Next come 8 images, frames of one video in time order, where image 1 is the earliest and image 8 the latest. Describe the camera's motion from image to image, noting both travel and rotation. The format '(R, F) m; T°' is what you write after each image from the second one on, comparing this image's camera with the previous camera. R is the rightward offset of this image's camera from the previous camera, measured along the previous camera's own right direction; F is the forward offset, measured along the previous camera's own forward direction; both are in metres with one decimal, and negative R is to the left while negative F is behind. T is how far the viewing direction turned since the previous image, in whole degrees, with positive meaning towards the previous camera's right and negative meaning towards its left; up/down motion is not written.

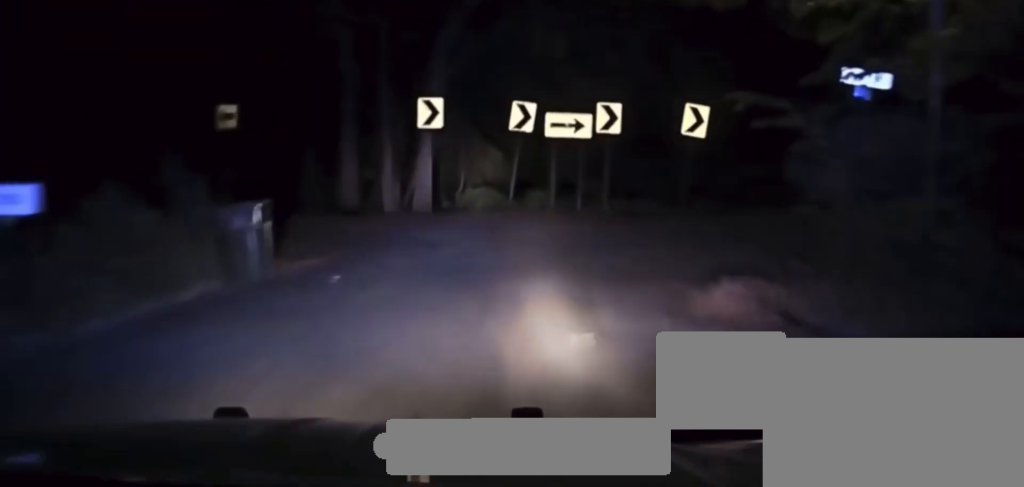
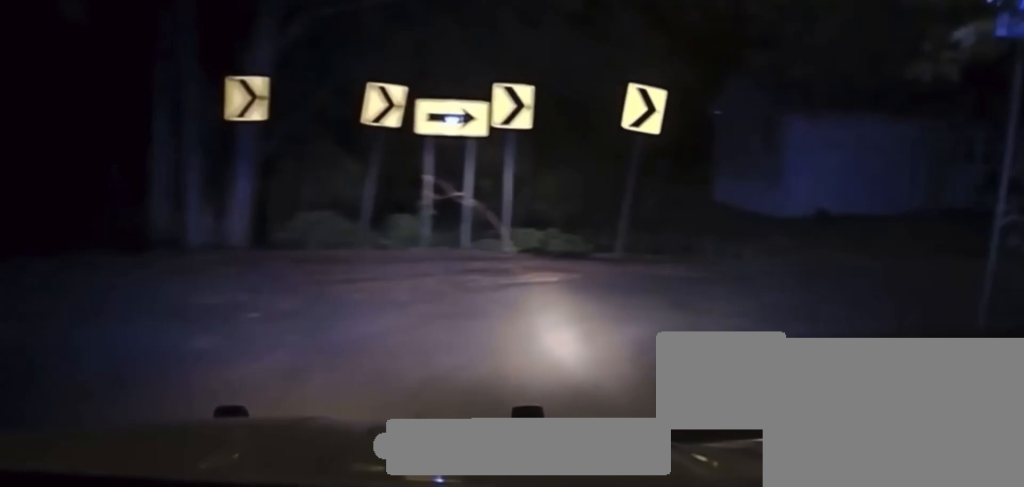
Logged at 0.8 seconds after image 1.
(0.0, +6.5) m; +9°
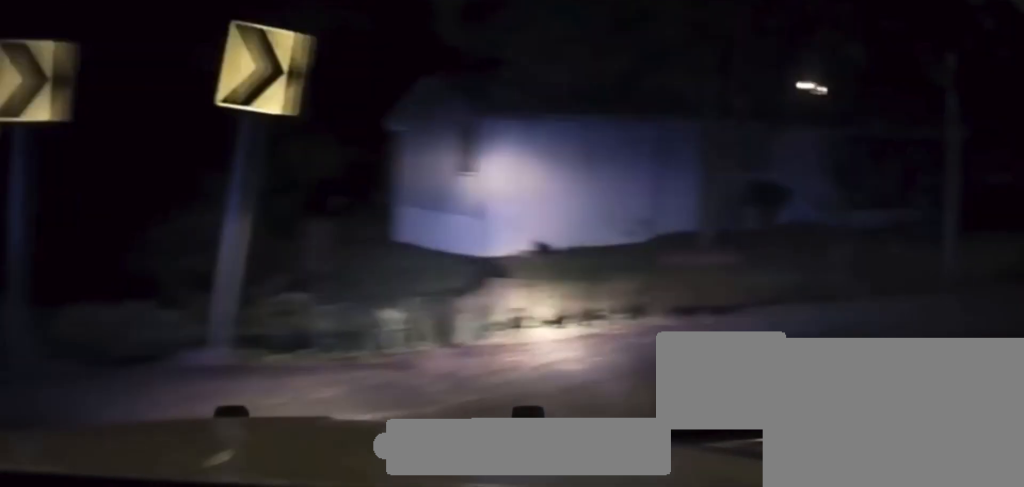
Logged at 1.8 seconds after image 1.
(+1.1, +7.1) m; +25°
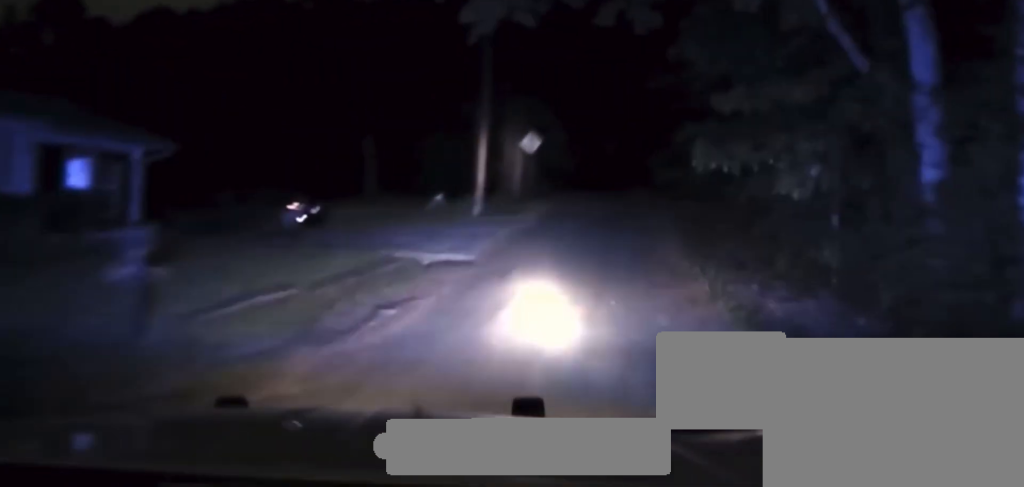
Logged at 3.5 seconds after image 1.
(+9.9, +15.7) m; +47°
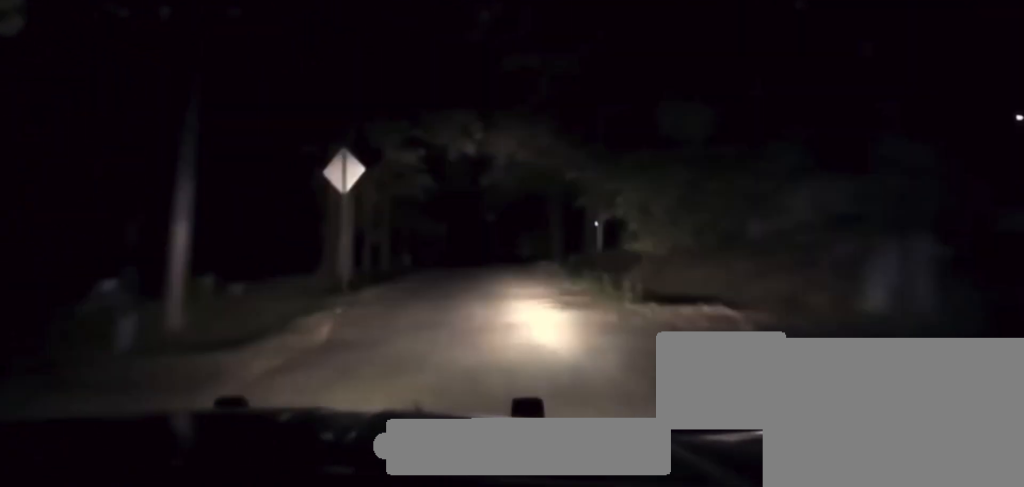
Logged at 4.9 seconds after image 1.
(+2.5, +24.8) m; +7°
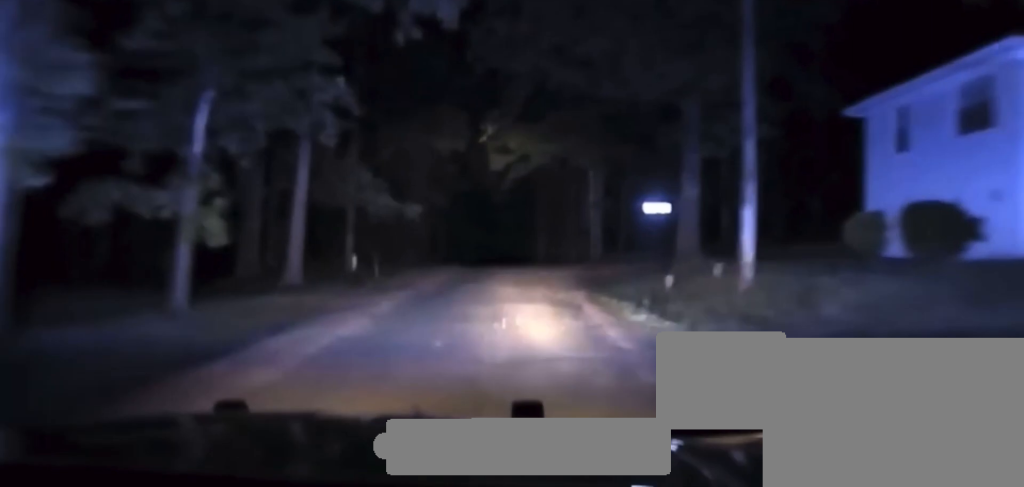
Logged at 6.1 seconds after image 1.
(+0.2, +21.9) m; +1°
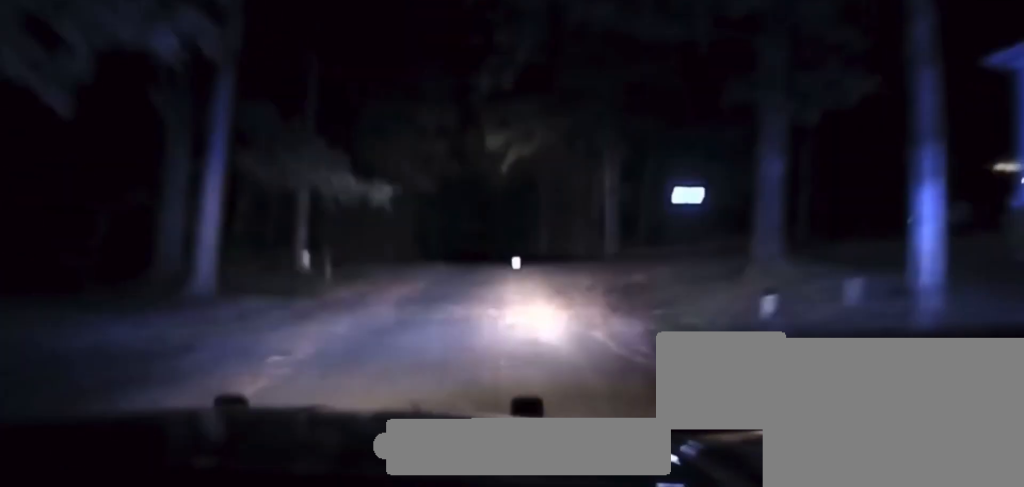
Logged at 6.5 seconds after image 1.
(0.0, +7.0) m; 0°
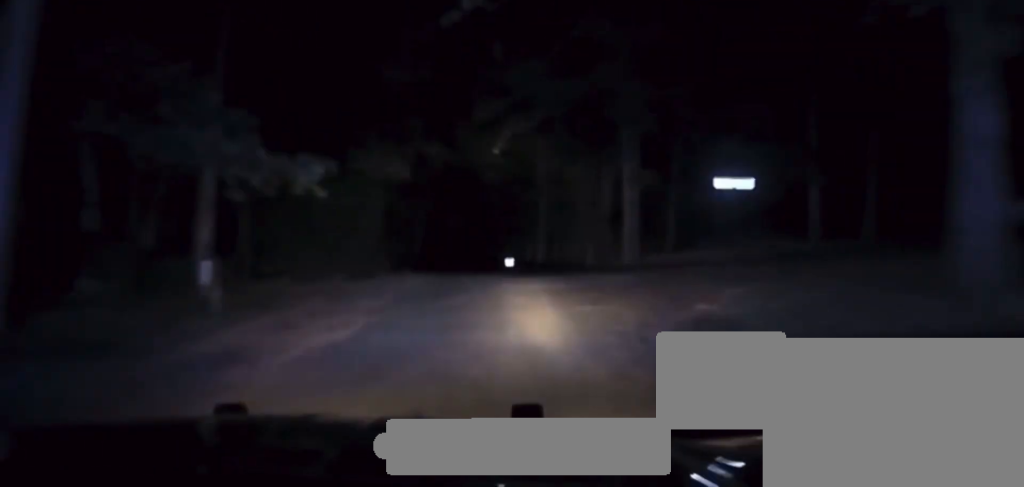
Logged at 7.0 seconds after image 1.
(0.0, +6.7) m; 0°
